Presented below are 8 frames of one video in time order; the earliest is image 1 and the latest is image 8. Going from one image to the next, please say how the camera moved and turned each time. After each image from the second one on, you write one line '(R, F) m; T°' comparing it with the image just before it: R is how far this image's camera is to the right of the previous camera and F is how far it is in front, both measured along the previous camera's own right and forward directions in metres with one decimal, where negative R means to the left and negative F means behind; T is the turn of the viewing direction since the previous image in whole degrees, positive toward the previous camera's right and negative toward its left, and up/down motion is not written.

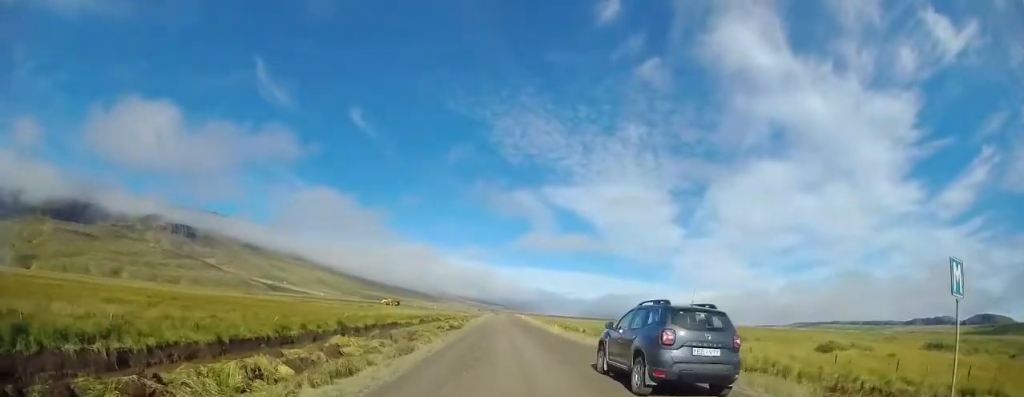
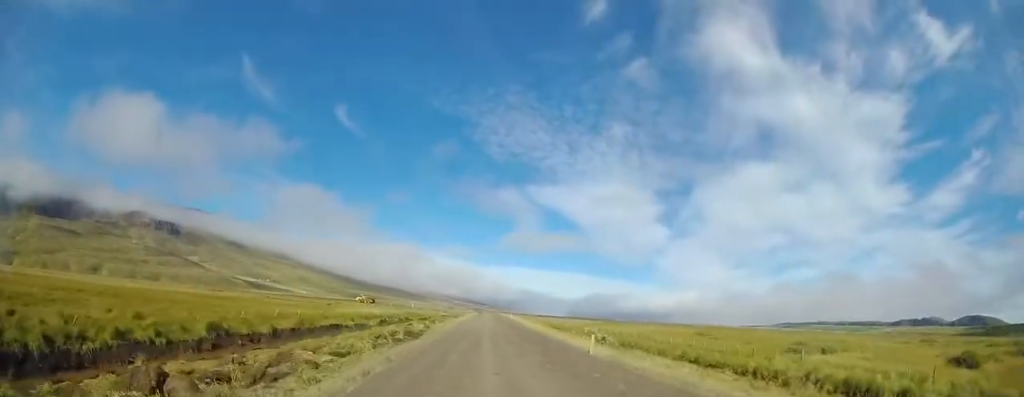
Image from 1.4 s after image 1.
(-0.1, +16.0) m; -2°
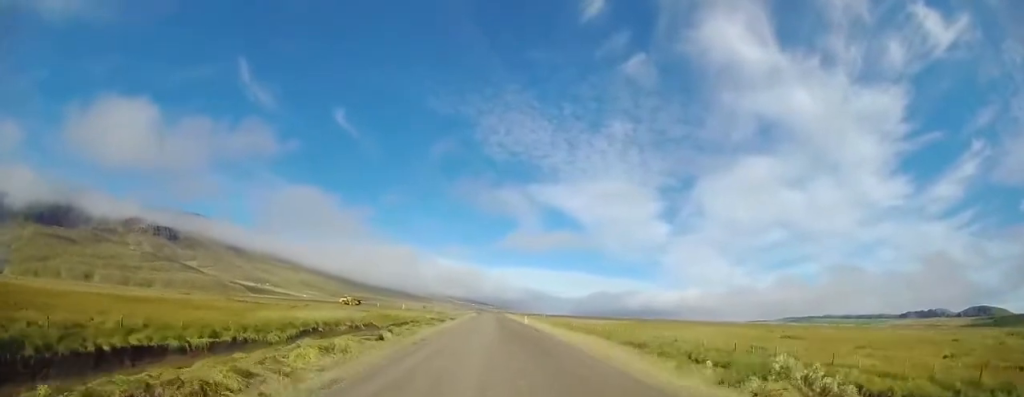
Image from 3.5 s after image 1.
(+0.5, +24.8) m; +2°
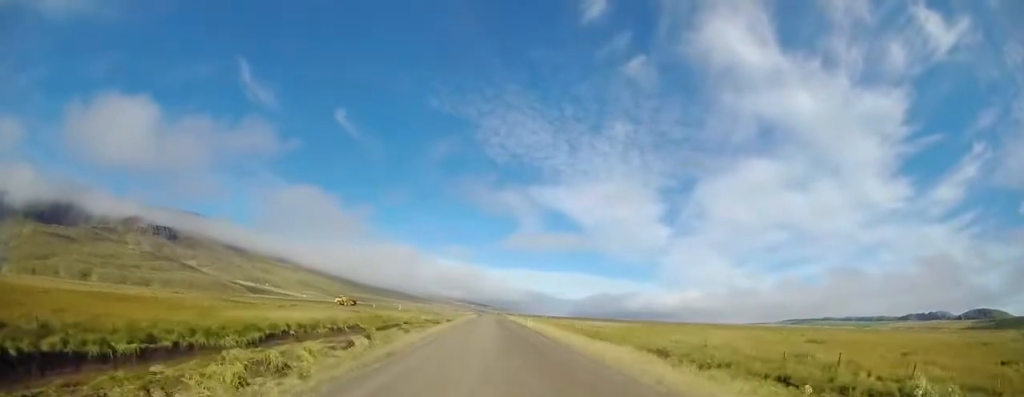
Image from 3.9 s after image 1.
(-0.2, +5.5) m; -1°
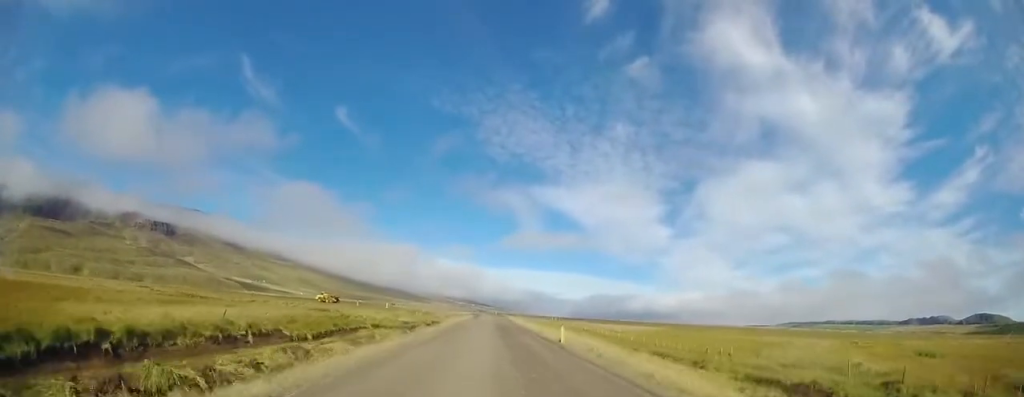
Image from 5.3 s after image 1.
(-0.2, +17.8) m; -1°
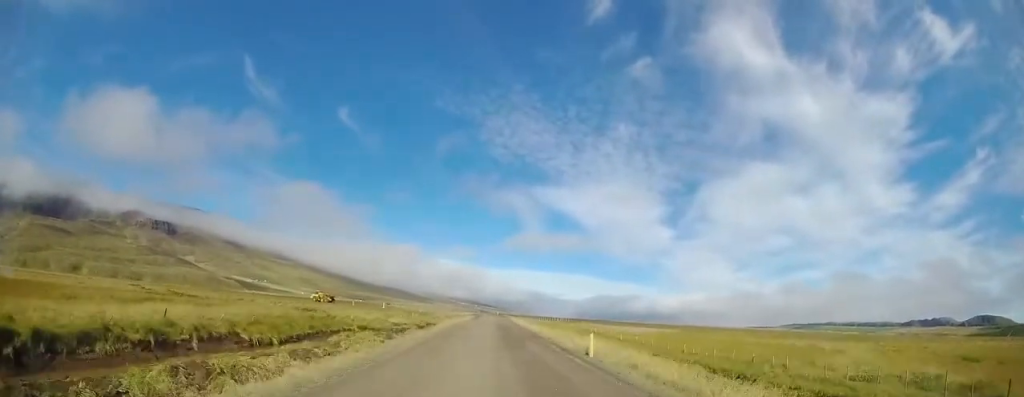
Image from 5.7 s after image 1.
(0.0, +5.8) m; 0°
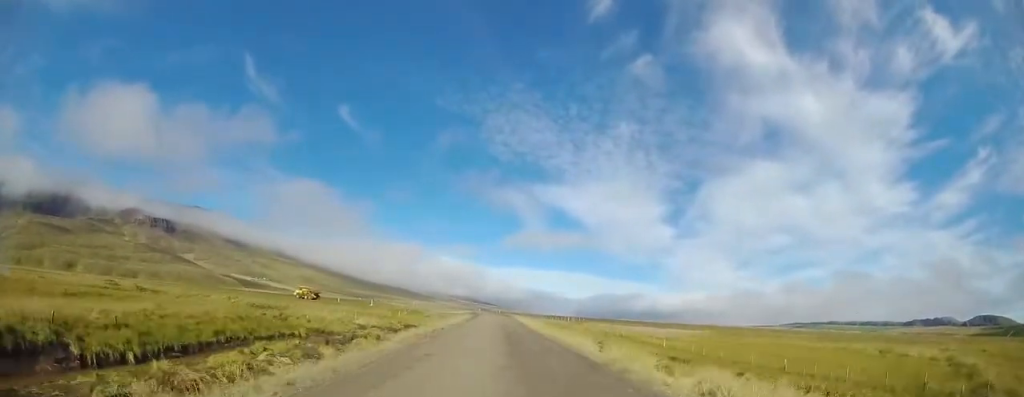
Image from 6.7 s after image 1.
(+0.1, +13.1) m; 0°
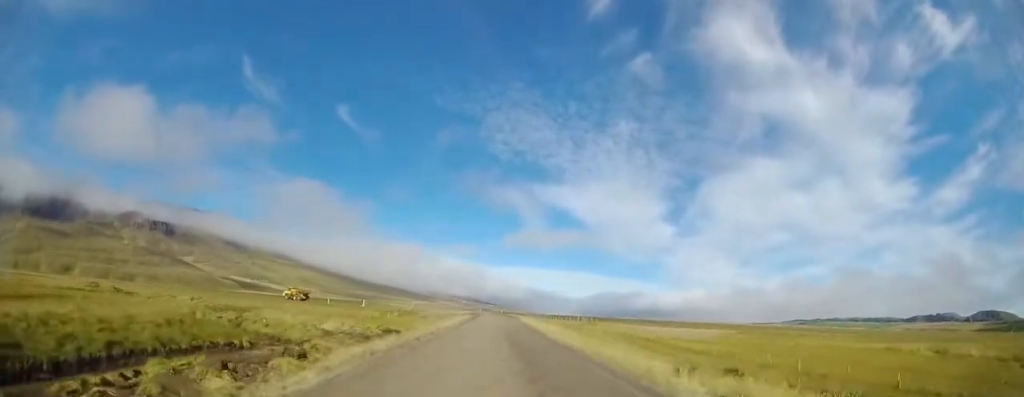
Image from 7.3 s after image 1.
(+0.2, +8.3) m; -1°
